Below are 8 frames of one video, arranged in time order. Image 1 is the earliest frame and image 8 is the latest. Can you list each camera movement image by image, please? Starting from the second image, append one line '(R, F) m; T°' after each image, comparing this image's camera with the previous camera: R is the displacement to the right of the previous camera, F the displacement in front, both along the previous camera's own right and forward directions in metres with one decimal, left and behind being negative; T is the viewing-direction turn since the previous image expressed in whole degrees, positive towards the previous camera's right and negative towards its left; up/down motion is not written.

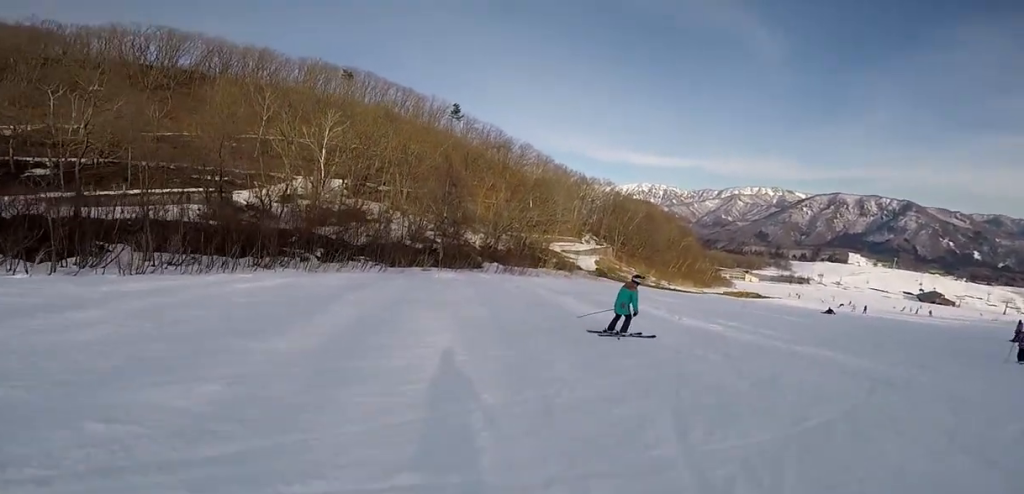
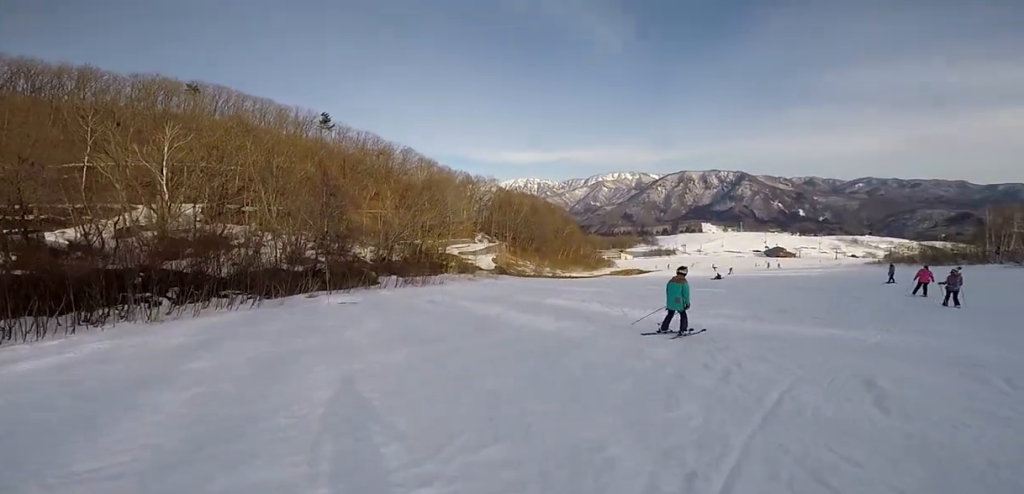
(-0.8, +3.3) m; +8°
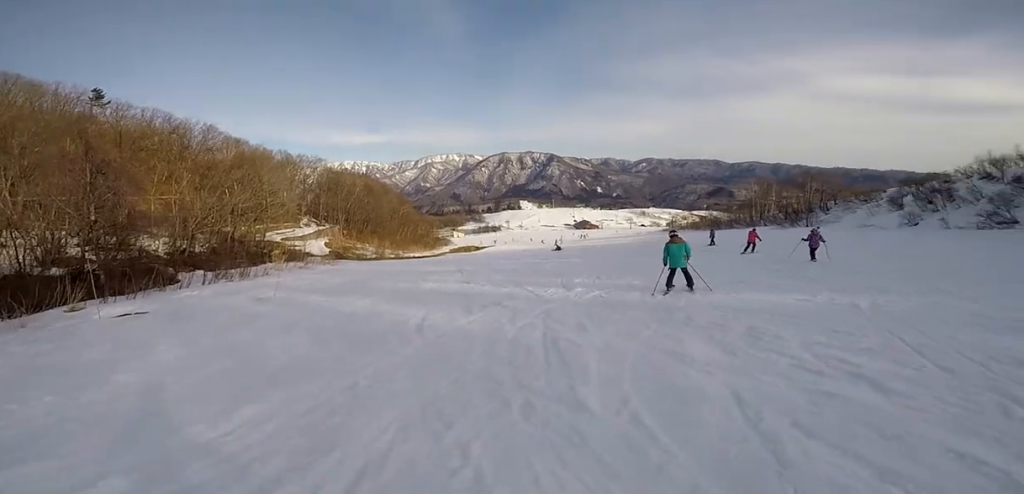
(+0.2, +3.3) m; +19°
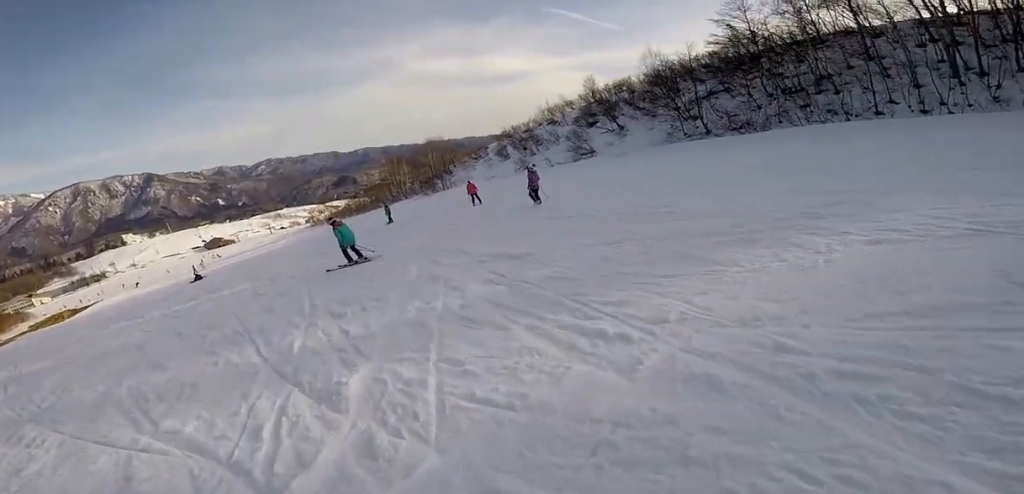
(+3.7, +6.9) m; +38°
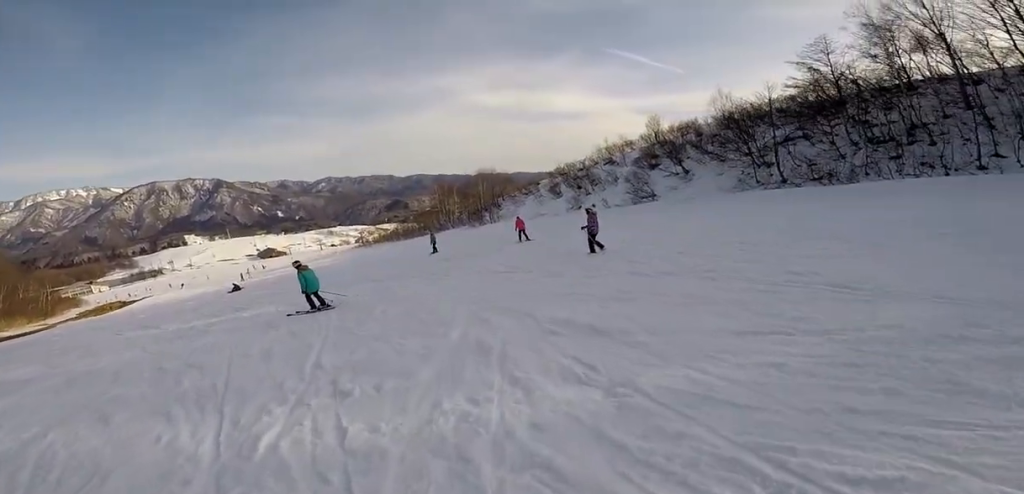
(+0.1, +2.5) m; -4°
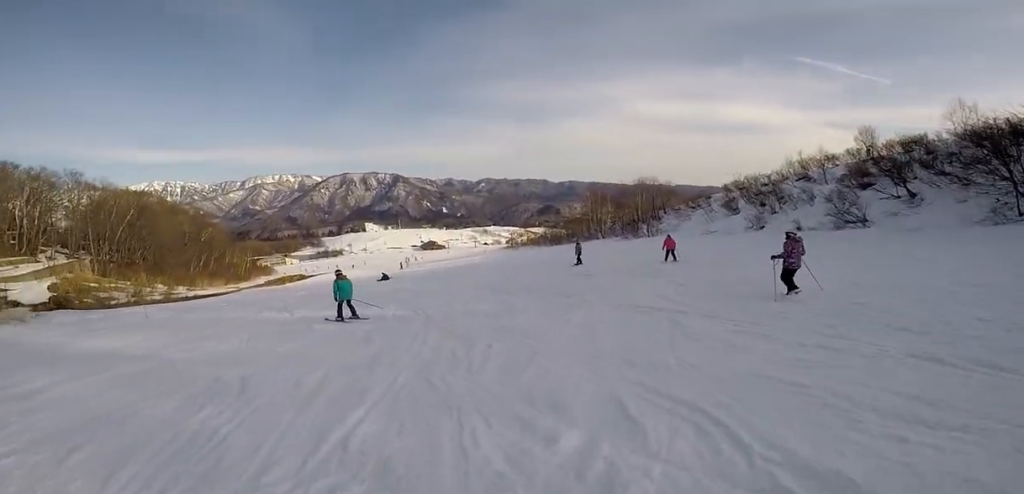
(0.0, +3.2) m; -8°
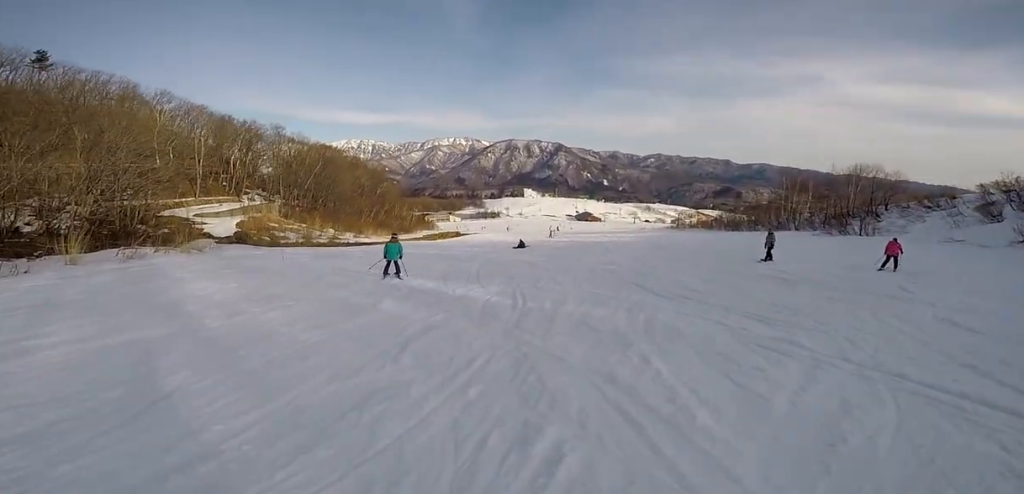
(-0.3, +4.3) m; -21°
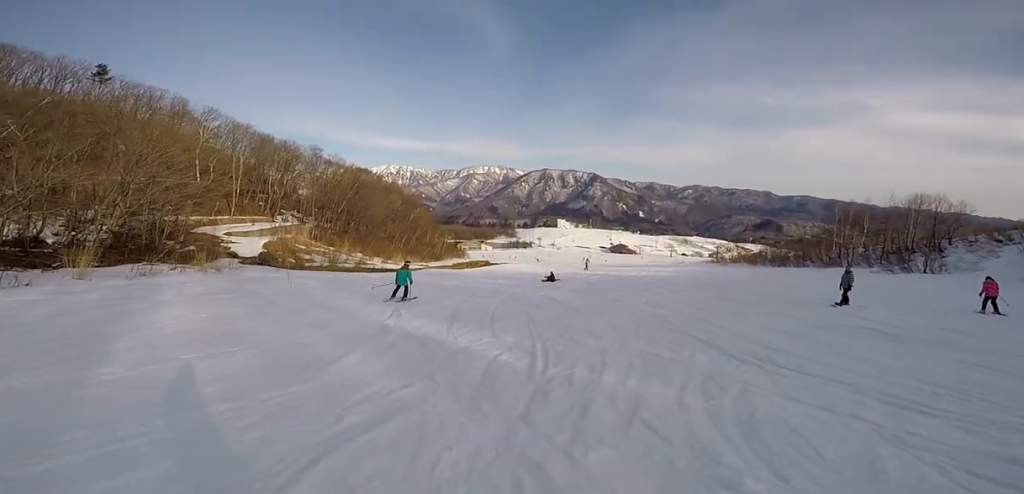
(-0.8, +2.8) m; -16°
